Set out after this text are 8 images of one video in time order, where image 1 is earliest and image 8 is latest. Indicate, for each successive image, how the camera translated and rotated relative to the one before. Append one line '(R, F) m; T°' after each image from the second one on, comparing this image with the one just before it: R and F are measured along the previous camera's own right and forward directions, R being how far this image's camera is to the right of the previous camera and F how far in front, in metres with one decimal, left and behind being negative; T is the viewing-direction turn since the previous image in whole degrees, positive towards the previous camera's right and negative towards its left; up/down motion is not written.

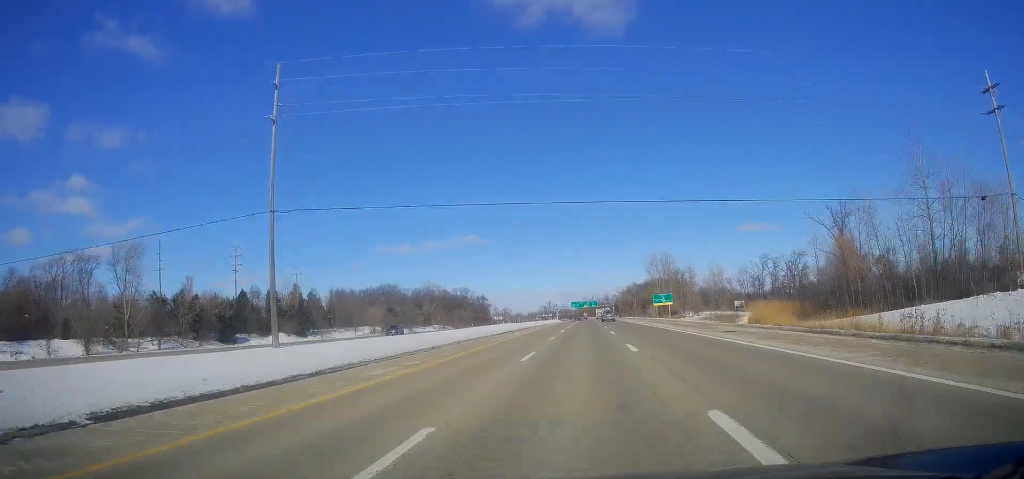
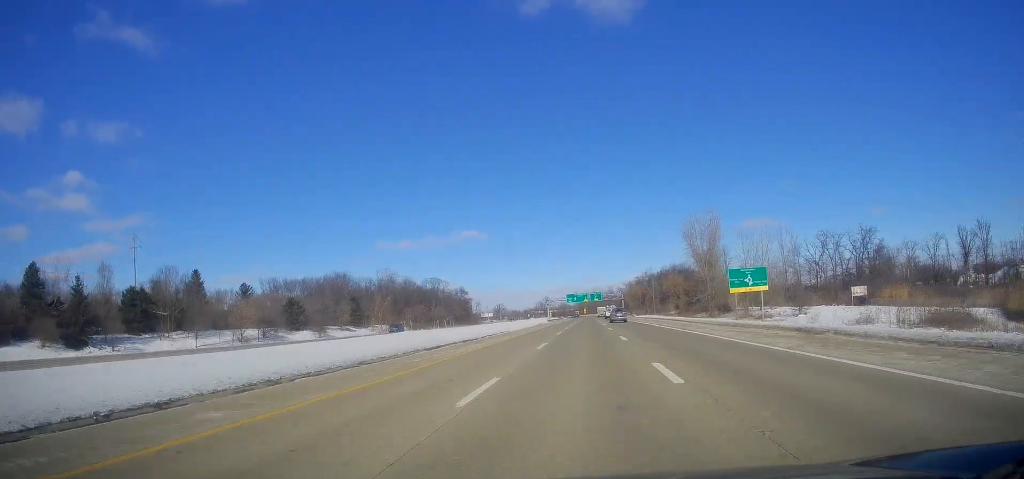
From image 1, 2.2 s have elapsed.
(+0.5, +70.0) m; -1°
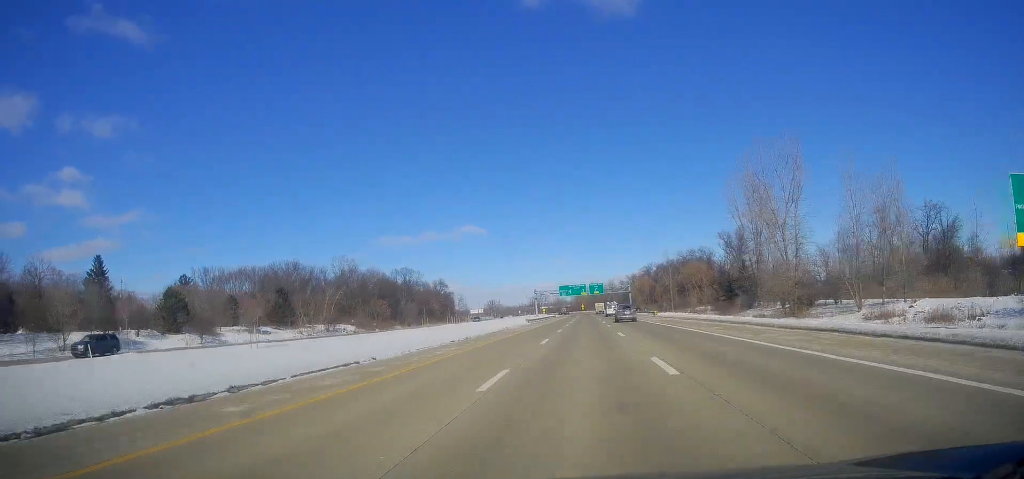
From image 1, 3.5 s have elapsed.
(-0.7, +44.6) m; 0°
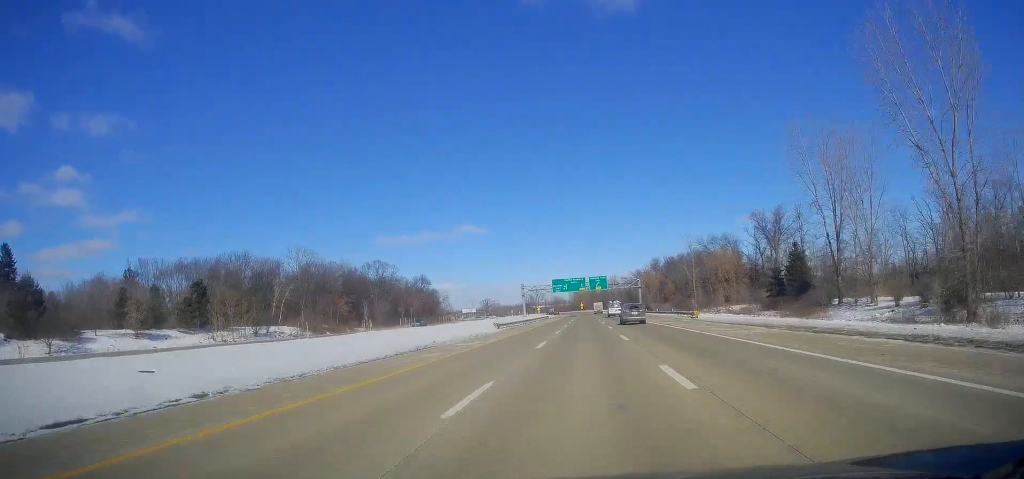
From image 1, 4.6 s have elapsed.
(+0.7, +33.6) m; +1°
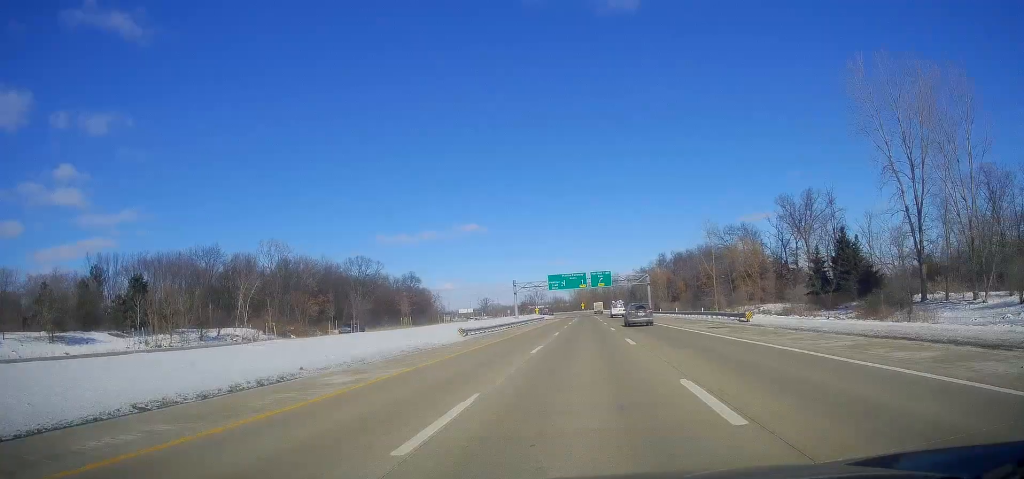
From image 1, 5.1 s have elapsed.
(+0.1, +18.3) m; 0°
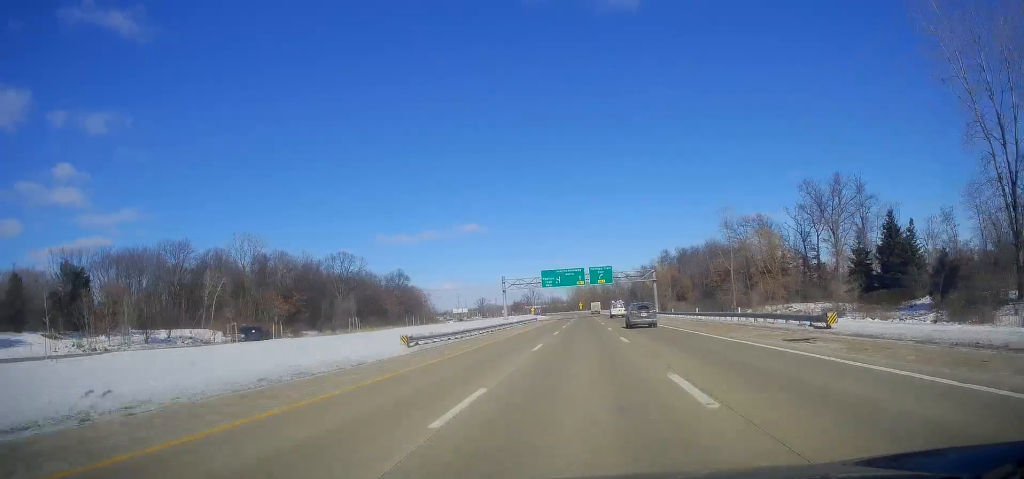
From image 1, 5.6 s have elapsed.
(-0.2, +13.9) m; -1°
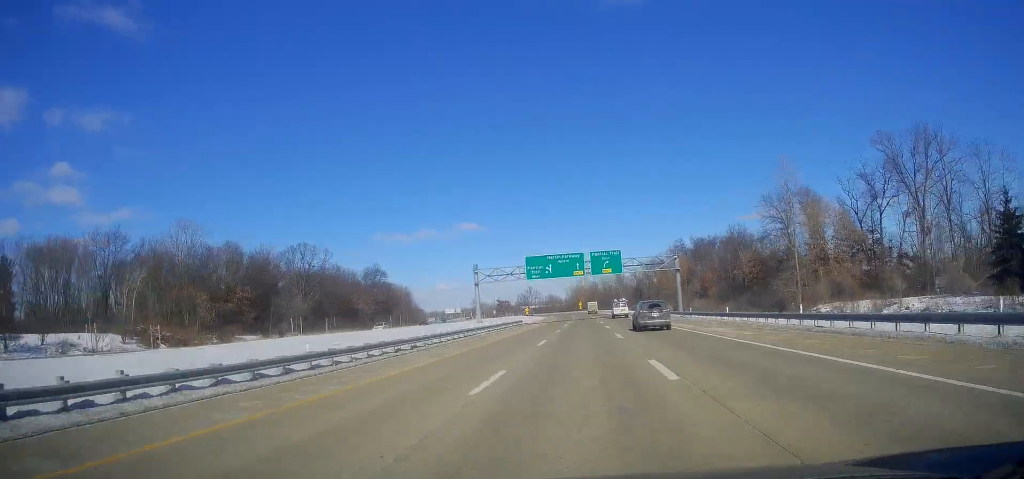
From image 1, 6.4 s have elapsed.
(-0.2, +27.8) m; 0°
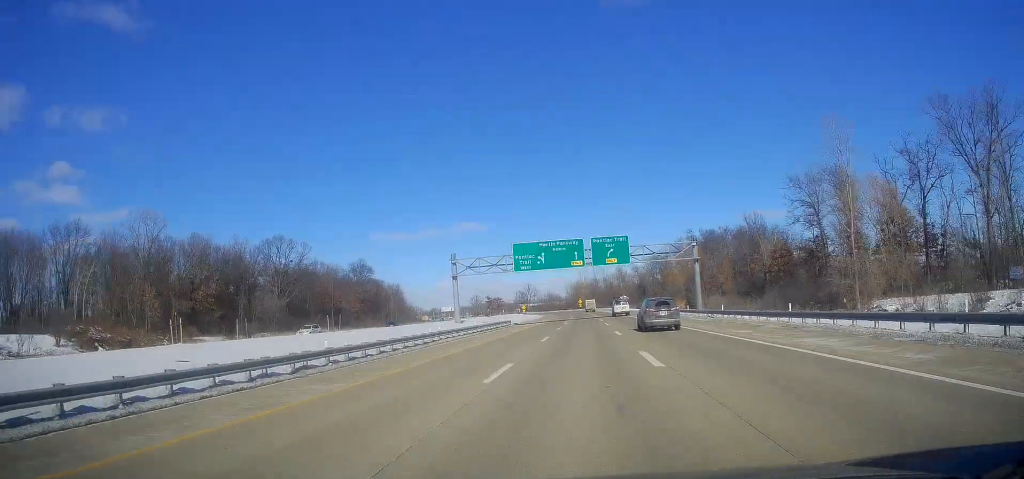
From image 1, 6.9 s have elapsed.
(-0.1, +13.8) m; 0°
